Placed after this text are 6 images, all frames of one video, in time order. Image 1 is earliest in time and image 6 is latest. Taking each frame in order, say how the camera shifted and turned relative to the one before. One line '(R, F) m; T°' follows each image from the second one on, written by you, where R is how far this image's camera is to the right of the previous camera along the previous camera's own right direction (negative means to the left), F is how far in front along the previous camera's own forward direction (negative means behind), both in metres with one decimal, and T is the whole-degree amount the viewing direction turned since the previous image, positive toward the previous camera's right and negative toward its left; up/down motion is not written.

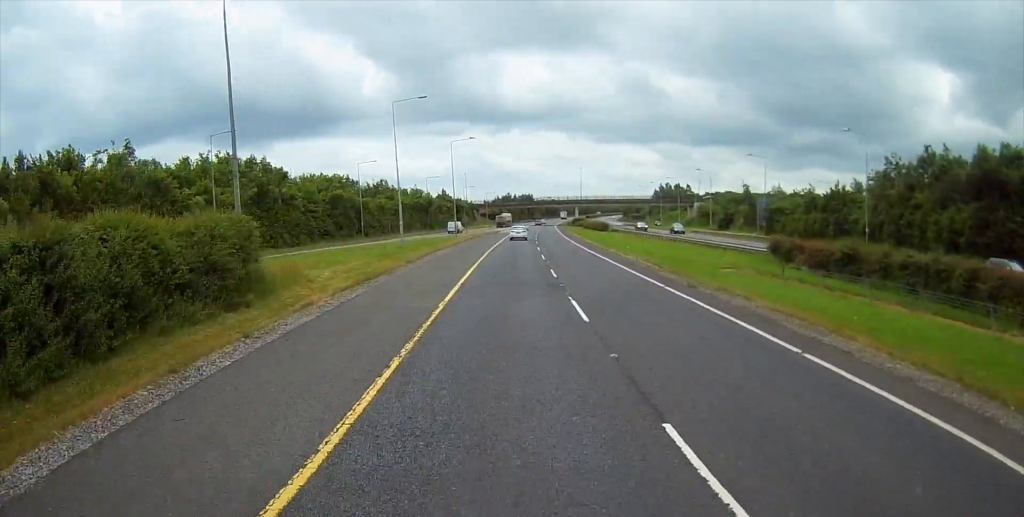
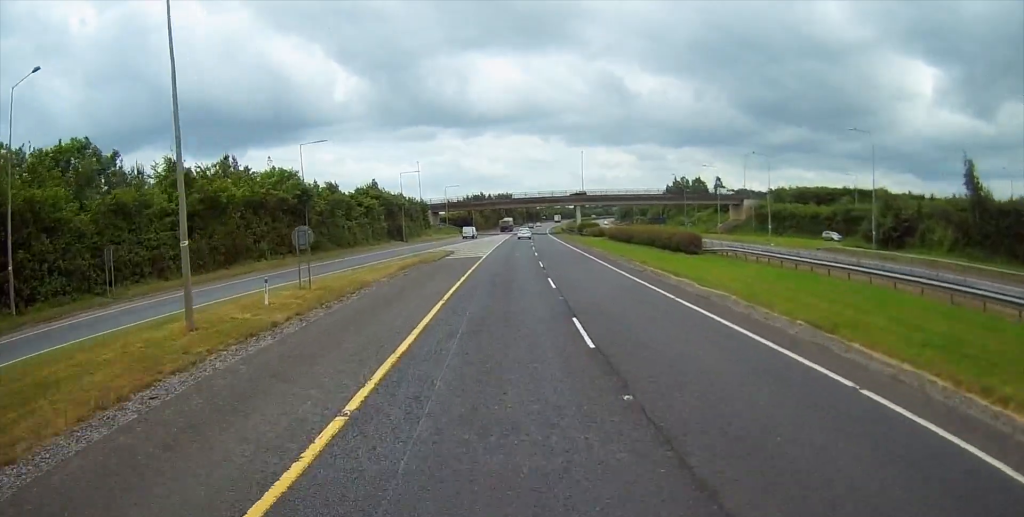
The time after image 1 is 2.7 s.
(+0.9, +63.0) m; +2°
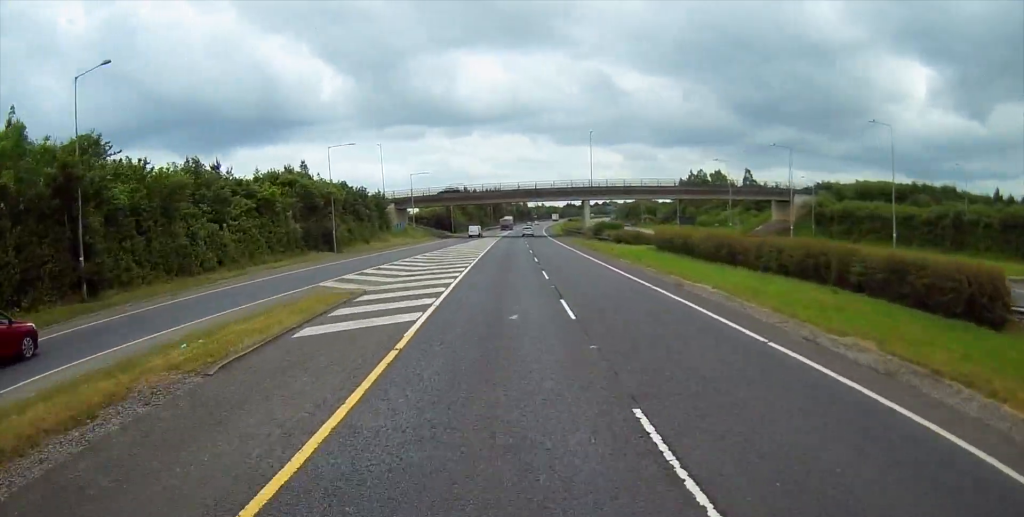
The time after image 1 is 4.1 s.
(+0.2, +32.5) m; 0°
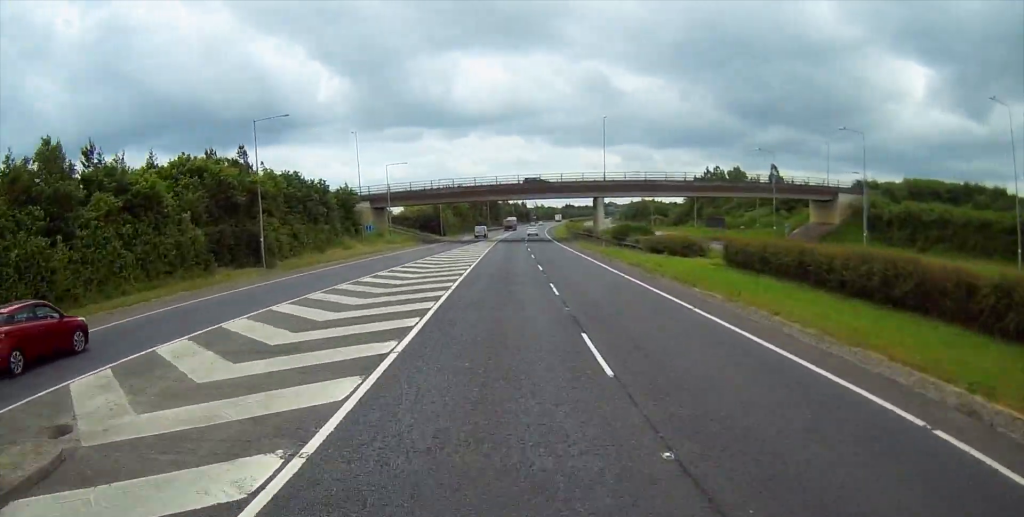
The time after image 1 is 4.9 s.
(+0.1, +17.6) m; 0°
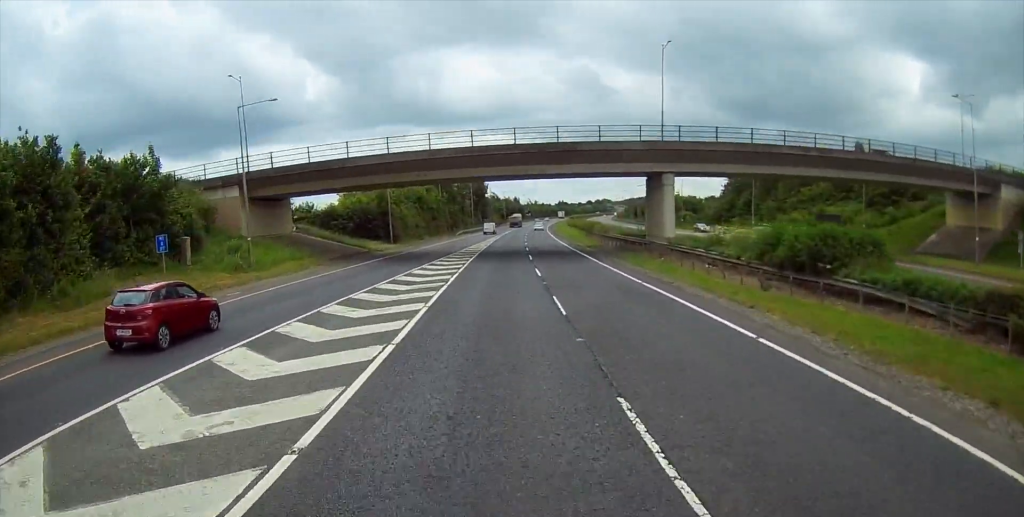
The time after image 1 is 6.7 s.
(+0.4, +41.1) m; +1°
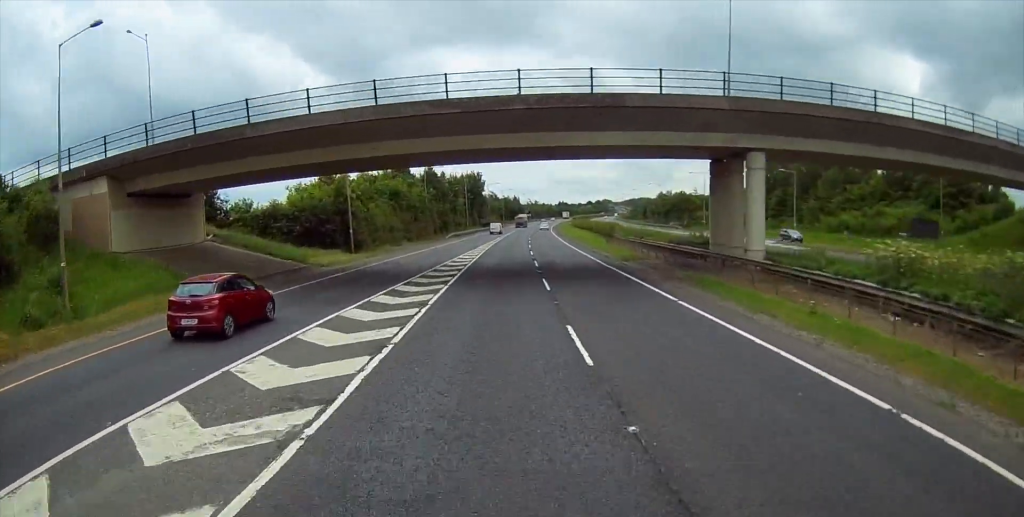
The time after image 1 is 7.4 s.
(+0.2, +17.7) m; 0°
